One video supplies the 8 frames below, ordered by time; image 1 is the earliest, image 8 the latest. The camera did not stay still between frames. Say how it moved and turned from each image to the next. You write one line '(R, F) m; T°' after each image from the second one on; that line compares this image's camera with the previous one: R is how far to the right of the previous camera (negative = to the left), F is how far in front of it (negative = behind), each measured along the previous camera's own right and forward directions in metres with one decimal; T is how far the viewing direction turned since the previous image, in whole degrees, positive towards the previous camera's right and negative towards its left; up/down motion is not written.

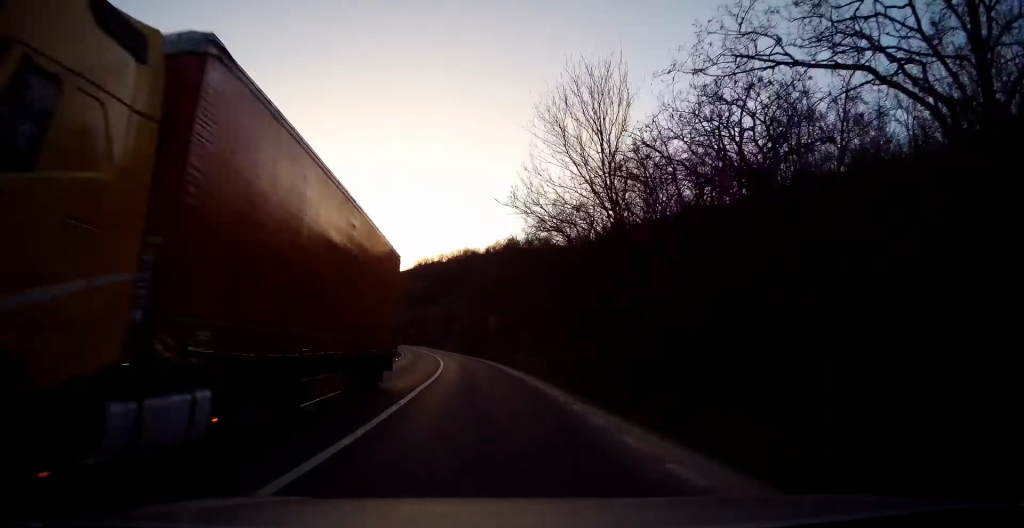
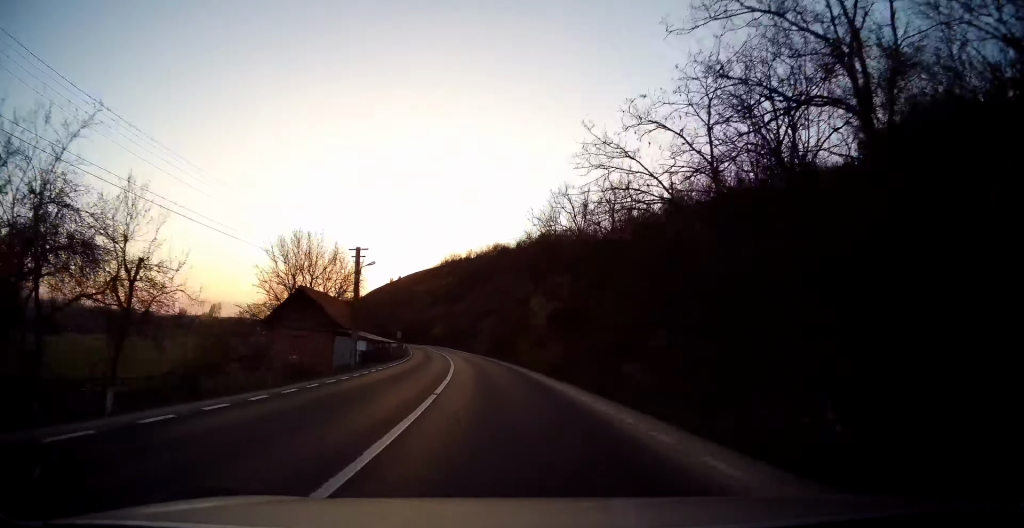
(-0.4, +17.4) m; -4°
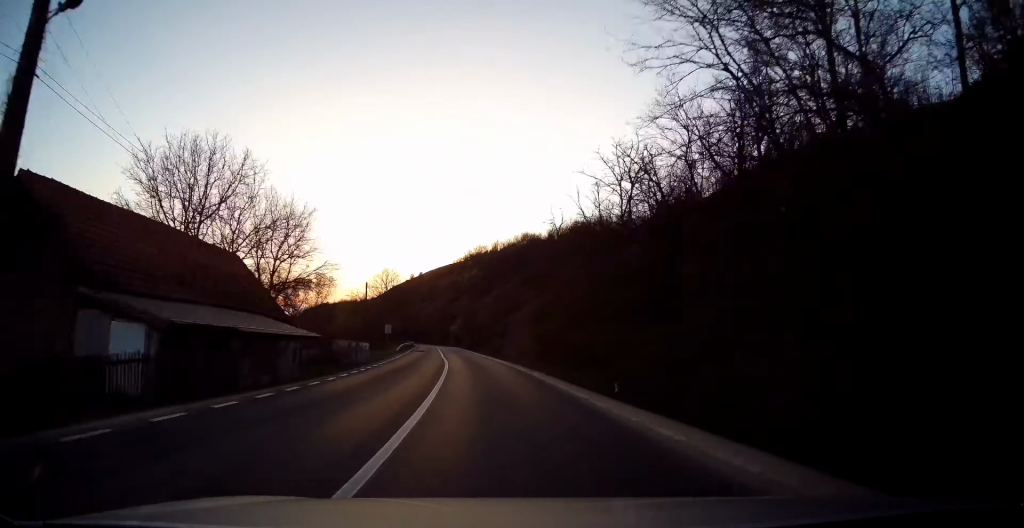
(-1.3, +27.5) m; -4°
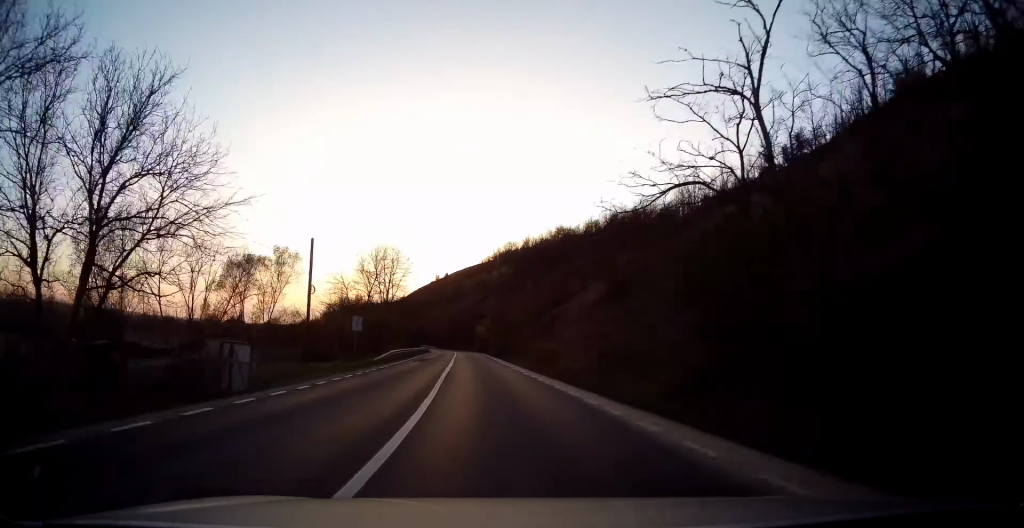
(-0.3, +23.0) m; -2°
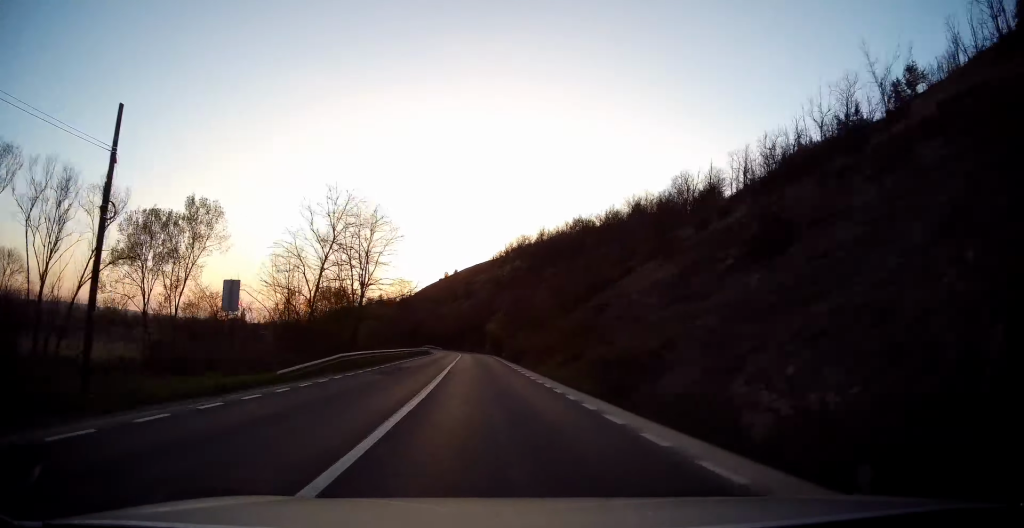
(-0.2, +18.3) m; -2°
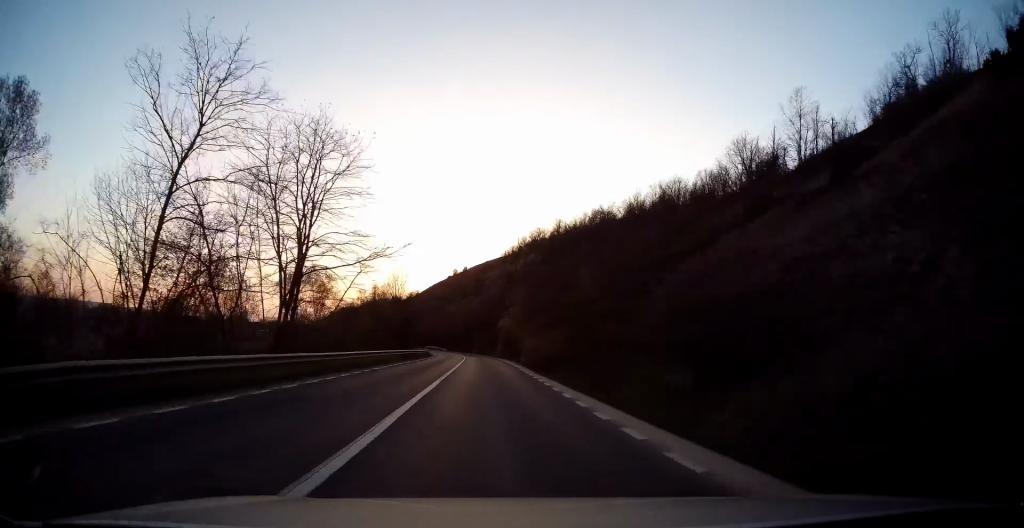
(-0.3, +17.4) m; -2°
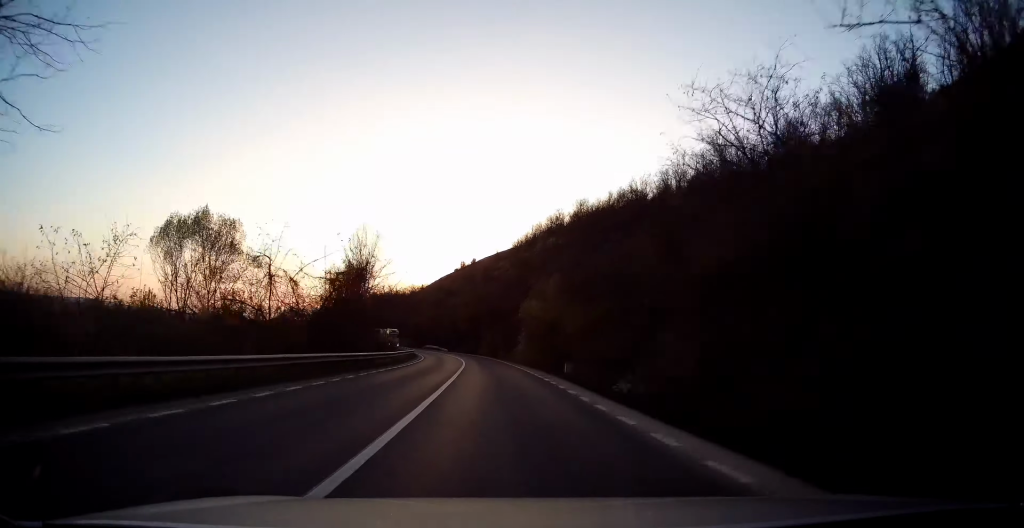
(-0.6, +26.5) m; -2°
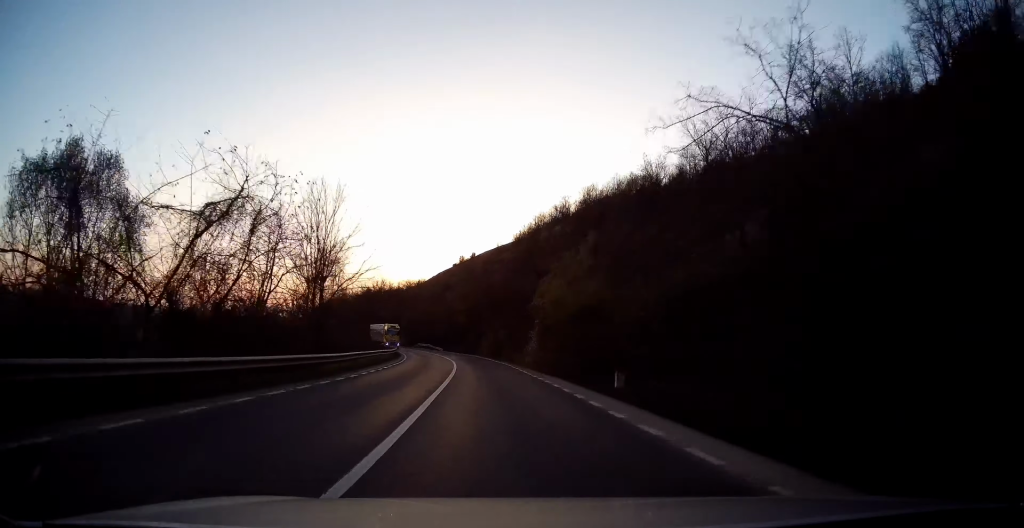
(-0.1, +13.2) m; 0°
